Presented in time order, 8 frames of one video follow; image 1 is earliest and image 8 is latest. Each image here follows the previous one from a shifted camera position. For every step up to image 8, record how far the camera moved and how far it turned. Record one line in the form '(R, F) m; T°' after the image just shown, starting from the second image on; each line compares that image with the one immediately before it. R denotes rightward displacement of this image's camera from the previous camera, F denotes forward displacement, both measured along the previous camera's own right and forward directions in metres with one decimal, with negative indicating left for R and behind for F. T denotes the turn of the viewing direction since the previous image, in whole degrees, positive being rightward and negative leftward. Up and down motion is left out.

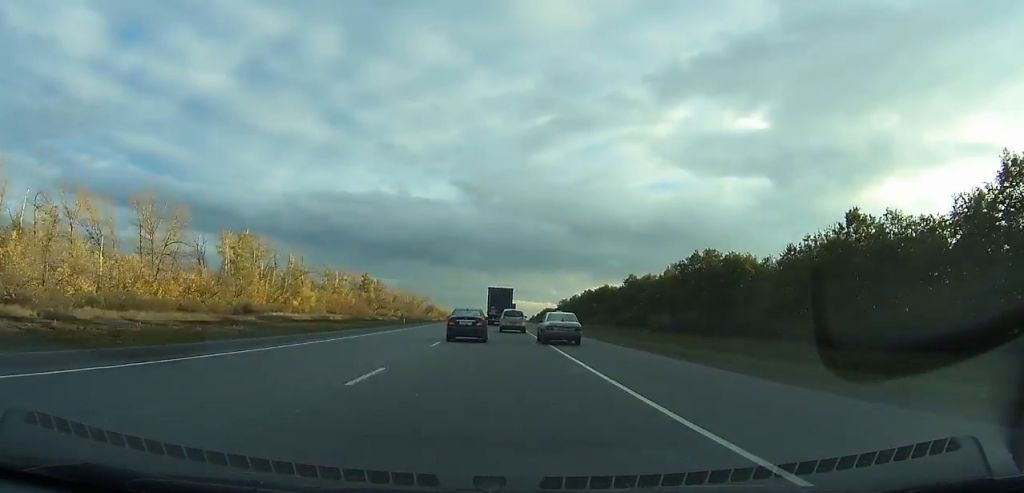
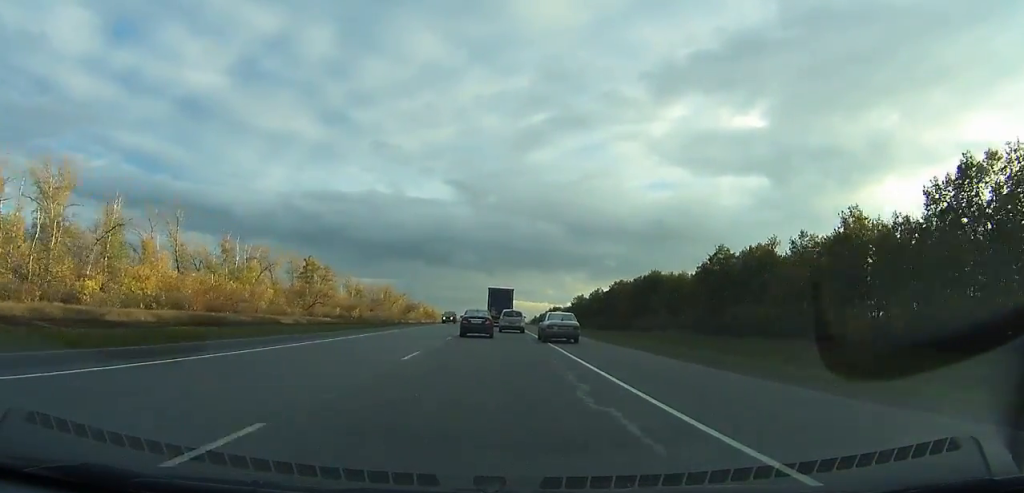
(0.0, +68.2) m; 0°
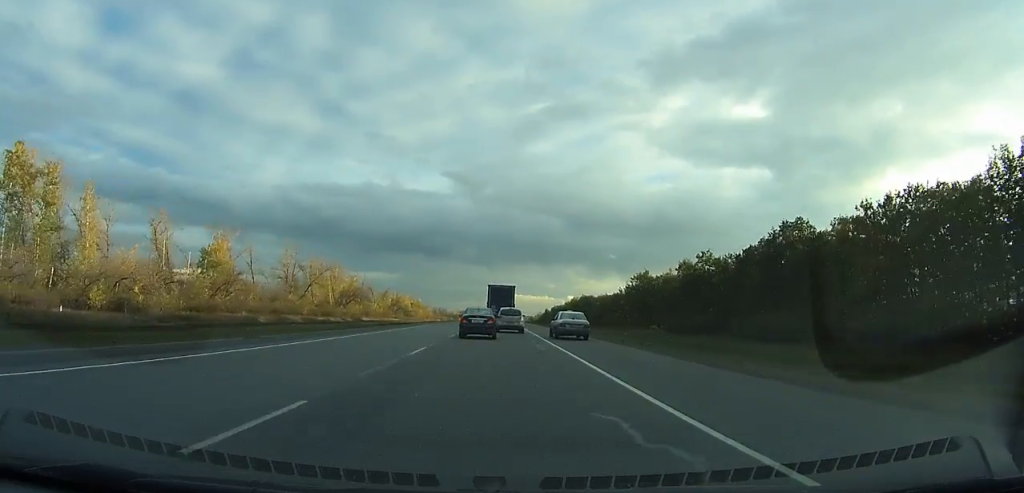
(0.0, +104.8) m; 0°
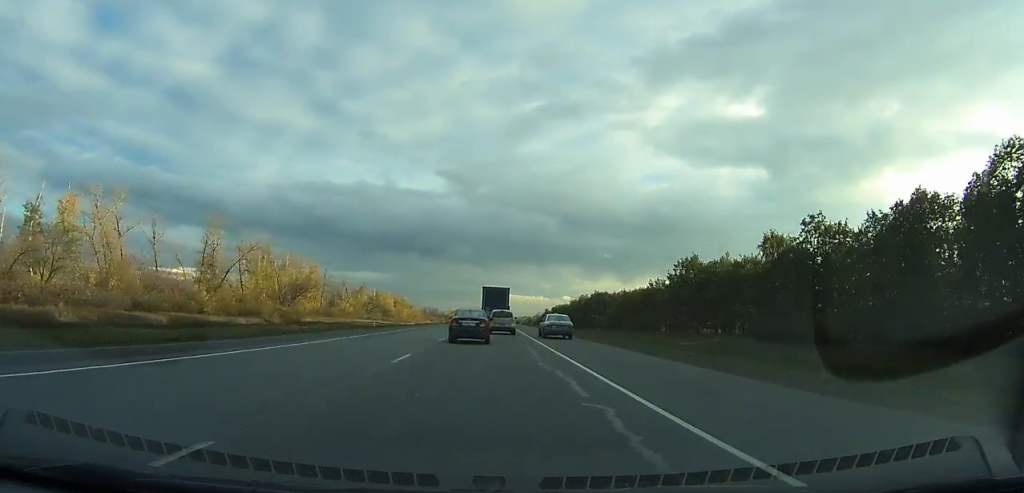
(0.0, +39.0) m; 0°
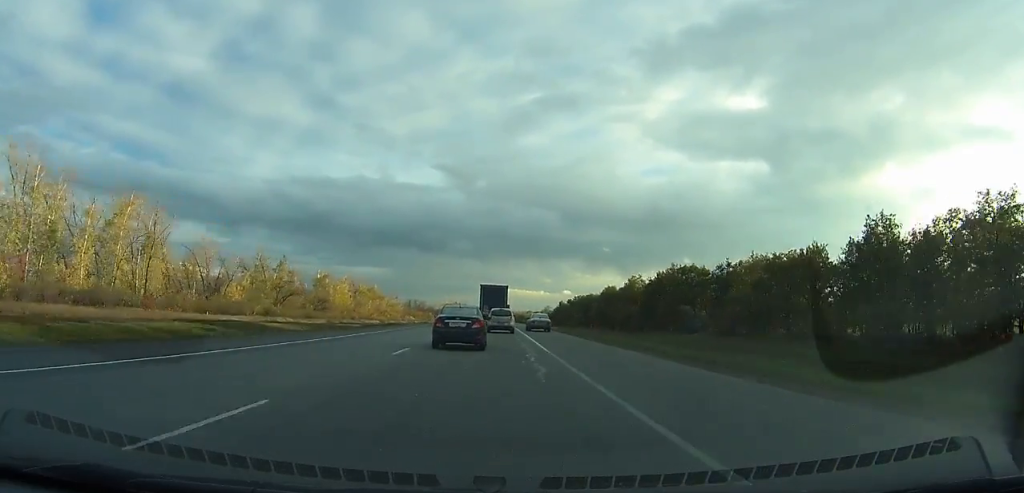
(+0.4, +81.5) m; 0°
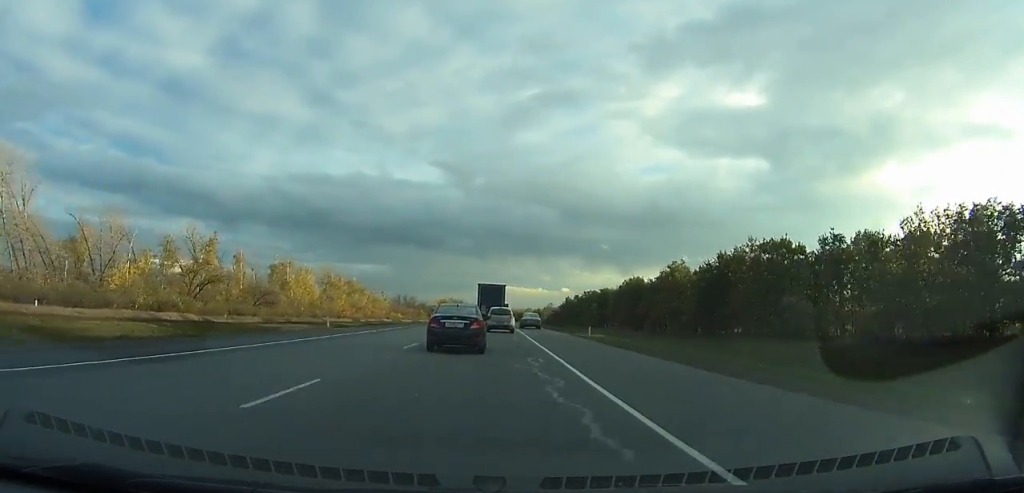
(0.0, +33.6) m; 0°
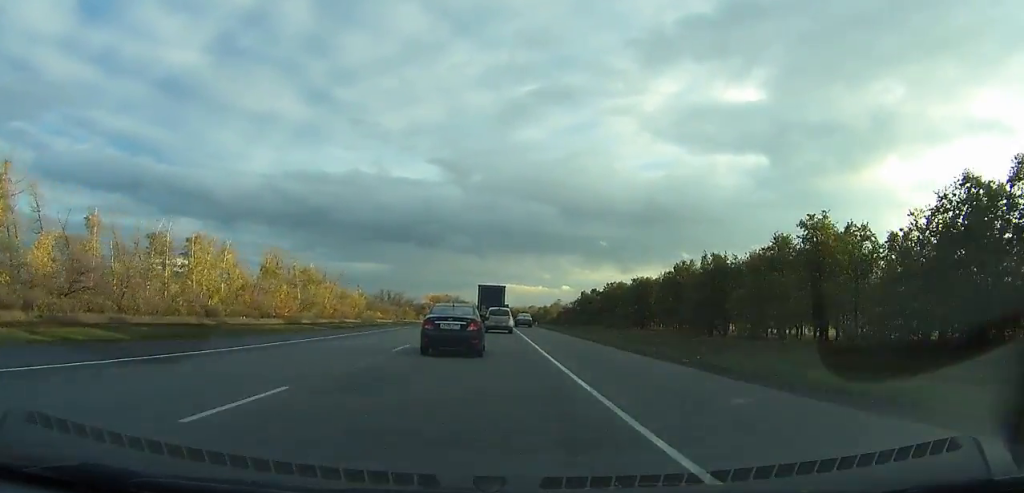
(+0.1, +49.1) m; 0°
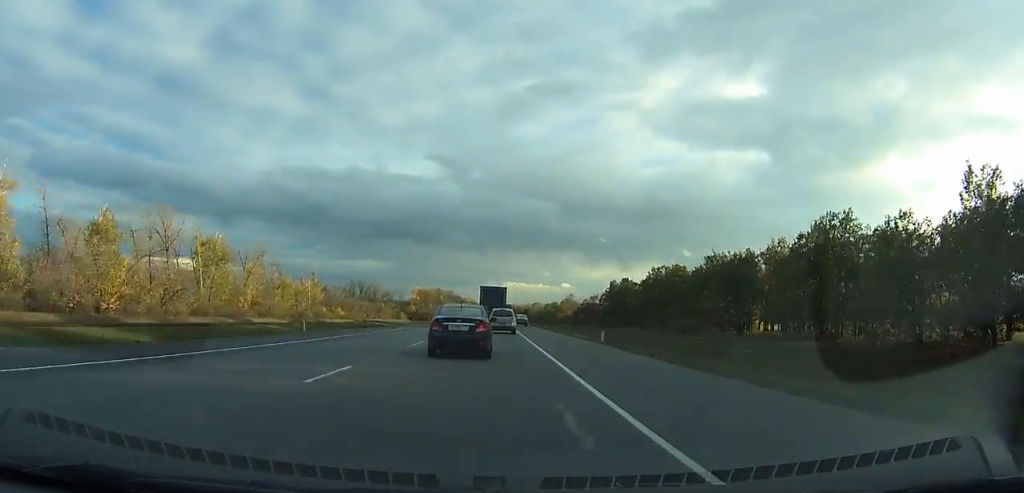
(-0.1, +55.9) m; 0°
